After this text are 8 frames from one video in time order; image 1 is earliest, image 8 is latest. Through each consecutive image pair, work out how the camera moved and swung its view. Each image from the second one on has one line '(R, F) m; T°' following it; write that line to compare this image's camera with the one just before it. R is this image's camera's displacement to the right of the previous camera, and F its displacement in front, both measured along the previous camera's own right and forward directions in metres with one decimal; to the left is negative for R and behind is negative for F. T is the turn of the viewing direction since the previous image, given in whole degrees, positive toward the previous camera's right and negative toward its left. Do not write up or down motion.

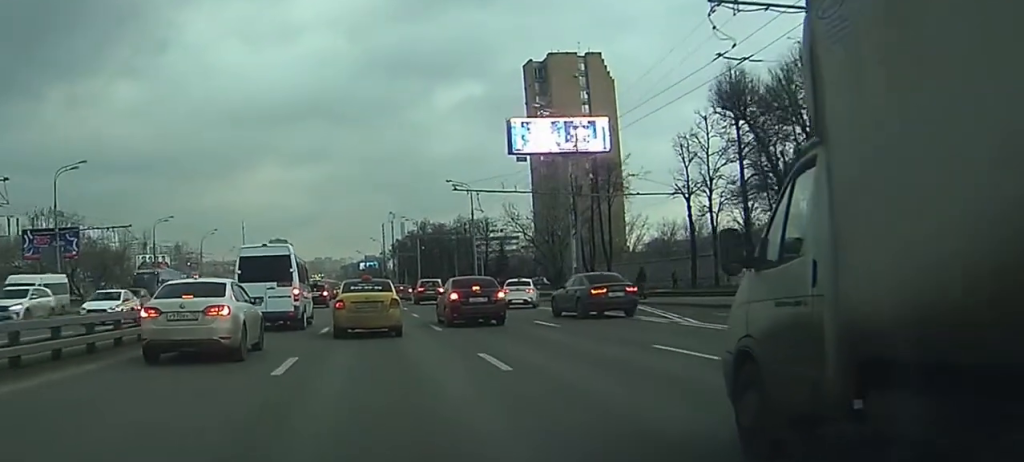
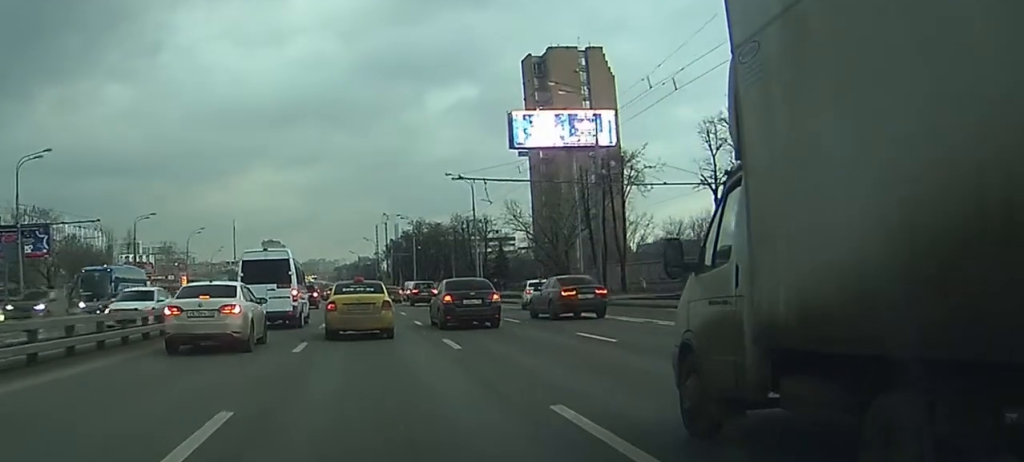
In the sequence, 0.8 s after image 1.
(-0.2, +6.9) m; -1°
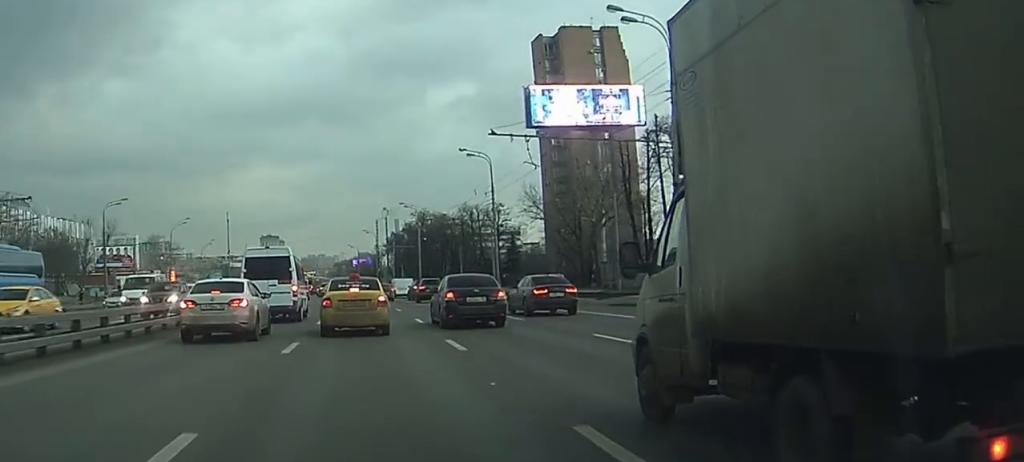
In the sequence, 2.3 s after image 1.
(+0.1, +13.1) m; +1°
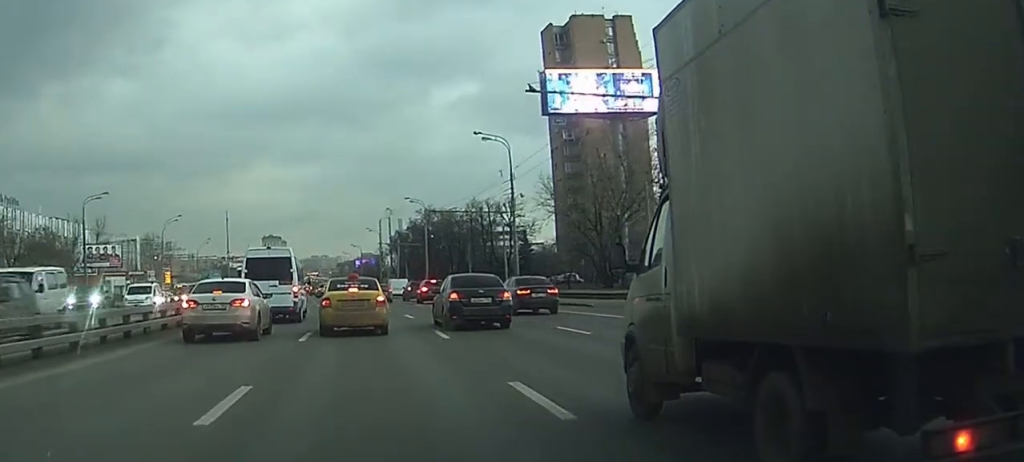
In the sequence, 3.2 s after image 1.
(+0.1, +8.2) m; 0°
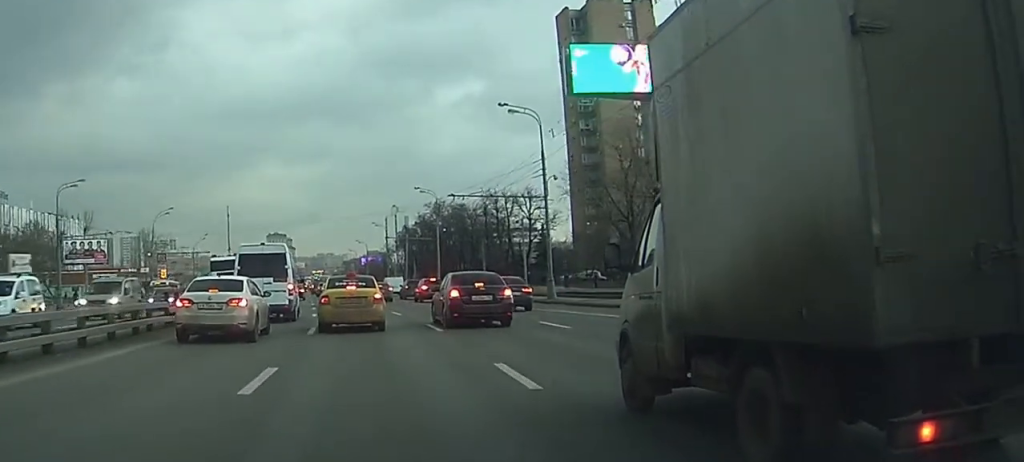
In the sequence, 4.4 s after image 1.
(-0.1, +9.7) m; -2°
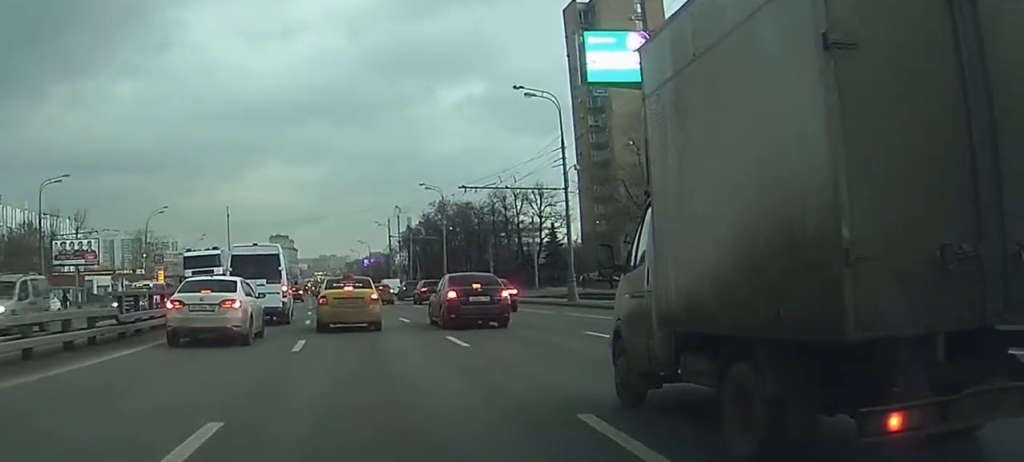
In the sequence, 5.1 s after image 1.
(-0.1, +5.2) m; -1°
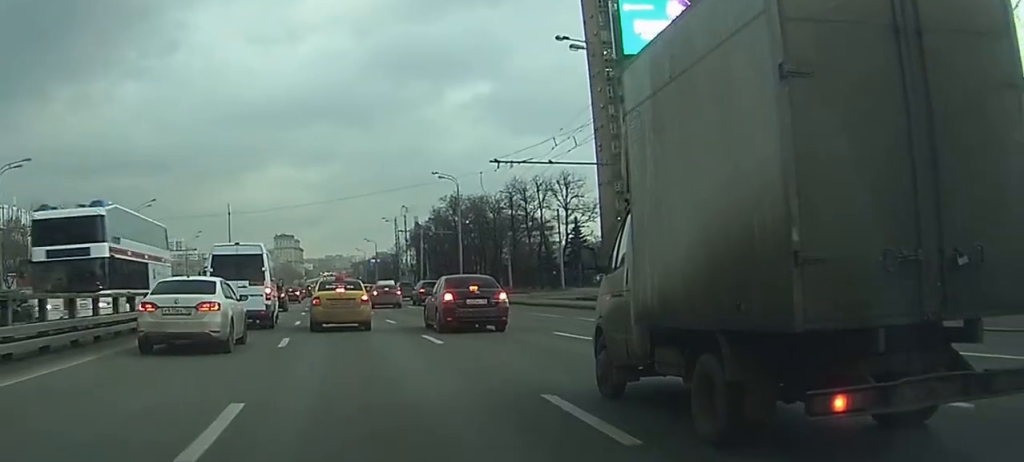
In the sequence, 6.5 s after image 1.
(-0.1, +10.5) m; -1°
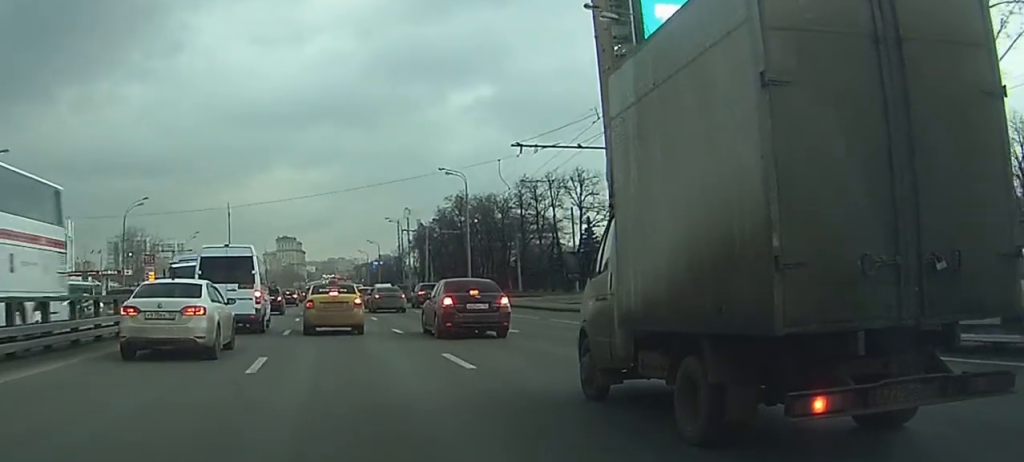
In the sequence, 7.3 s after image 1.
(0.0, +5.1) m; -1°
